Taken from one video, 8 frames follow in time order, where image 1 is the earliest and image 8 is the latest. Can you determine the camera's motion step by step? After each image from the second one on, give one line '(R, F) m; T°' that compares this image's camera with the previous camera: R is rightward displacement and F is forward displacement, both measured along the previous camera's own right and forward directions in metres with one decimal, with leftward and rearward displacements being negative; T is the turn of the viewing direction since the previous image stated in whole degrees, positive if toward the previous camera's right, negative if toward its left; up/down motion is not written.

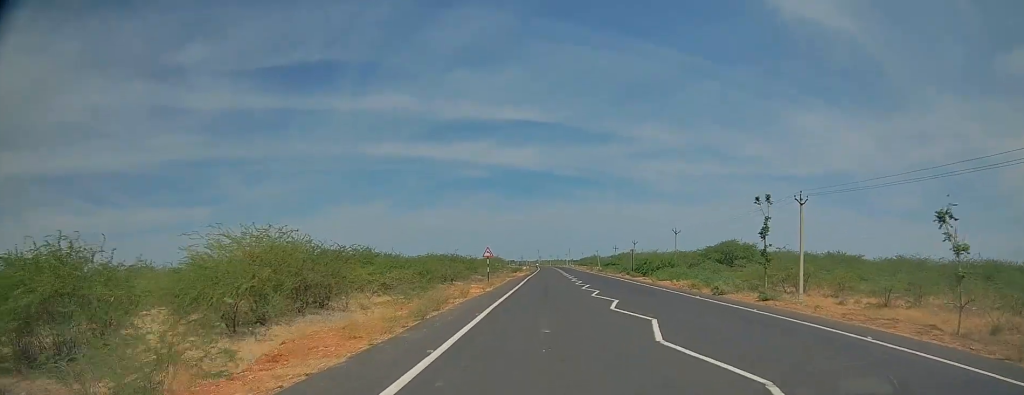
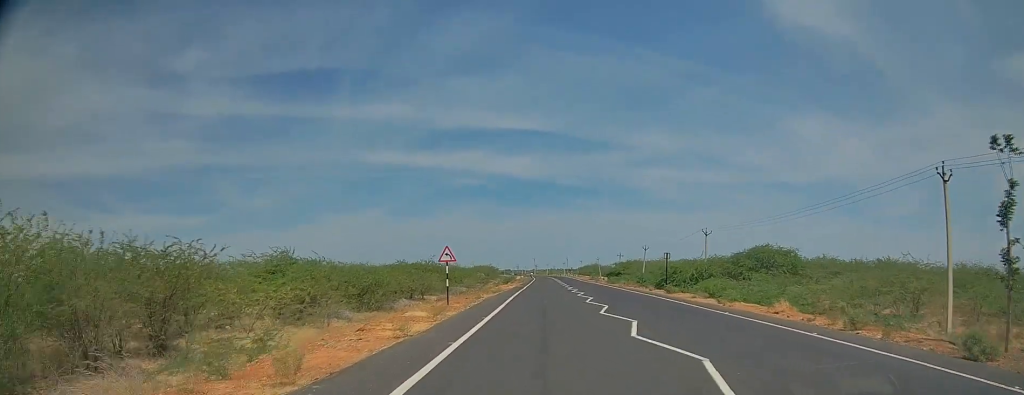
(0.0, +16.2) m; 0°
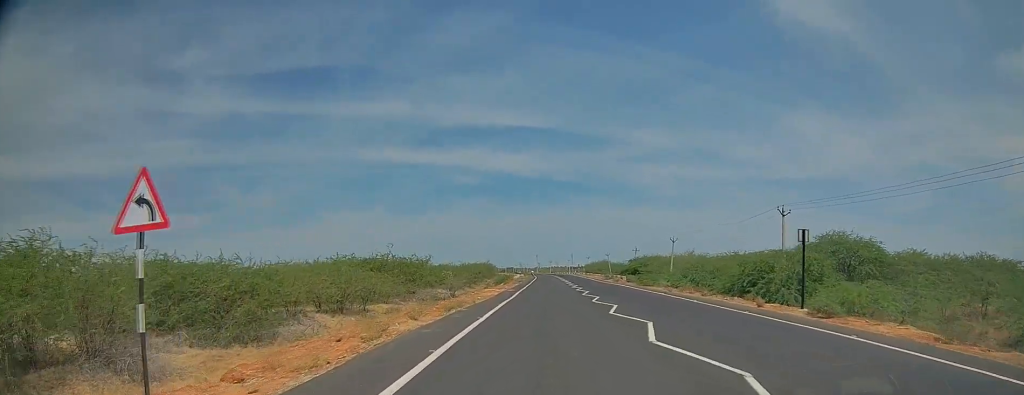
(+0.1, +20.1) m; 0°
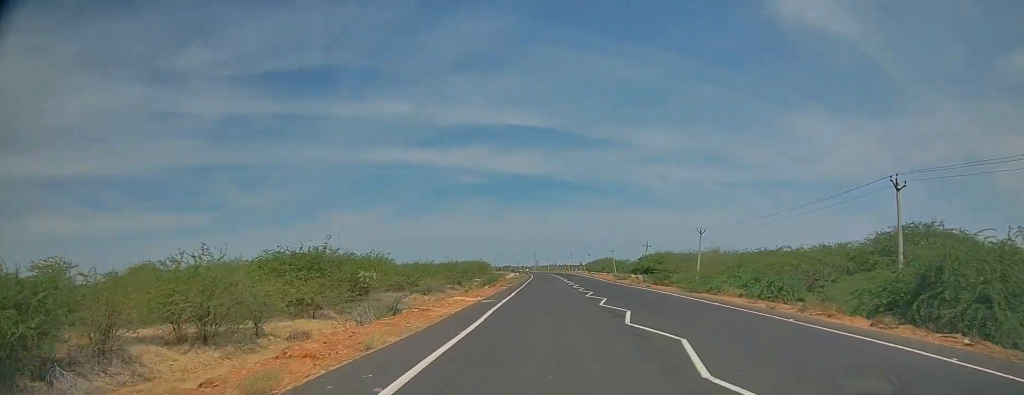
(0.0, +15.6) m; 0°
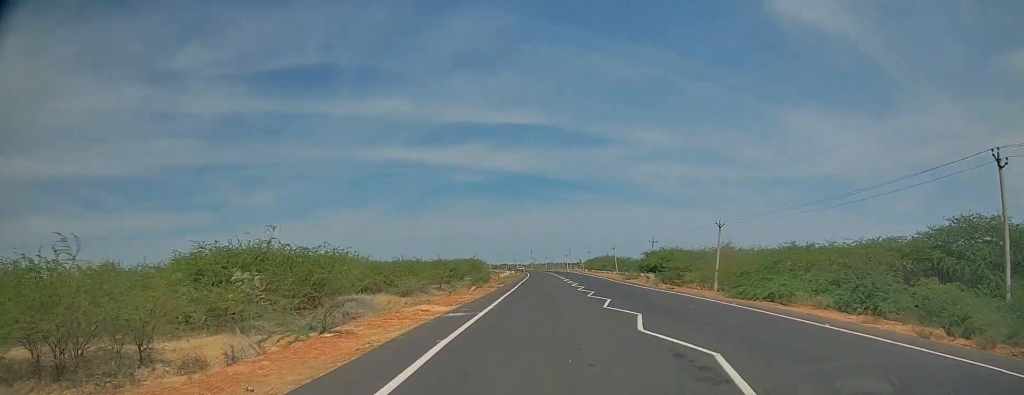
(0.0, +8.2) m; 0°
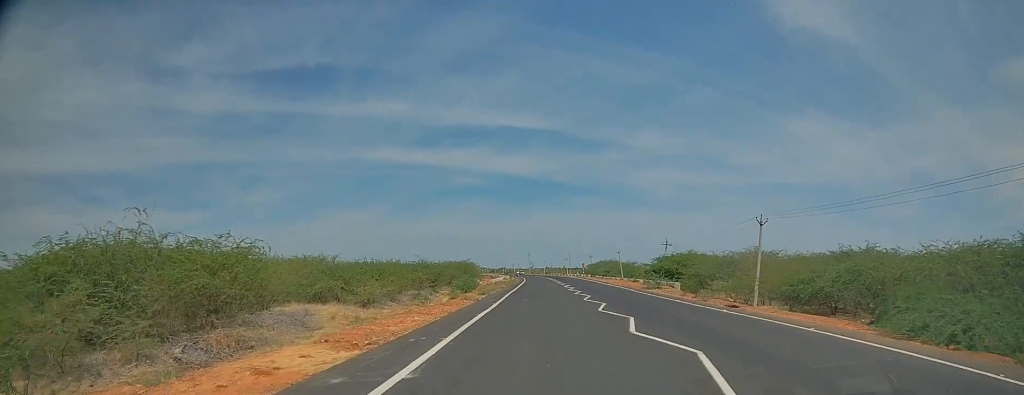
(0.0, +11.6) m; 0°
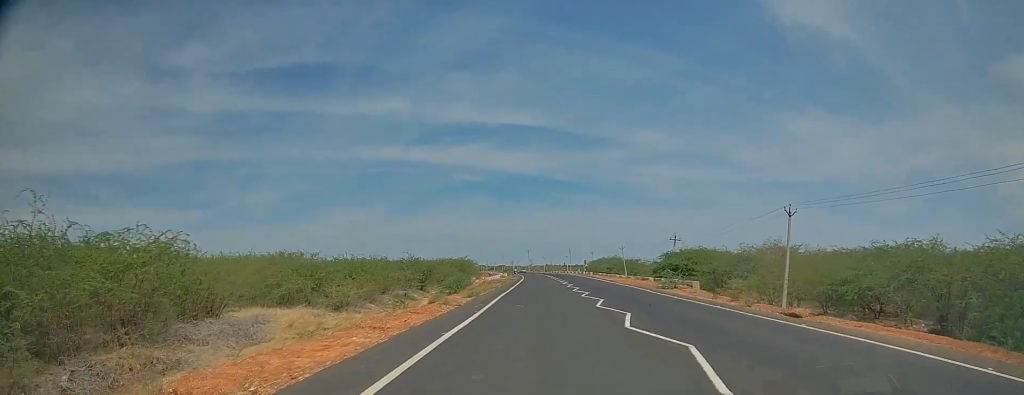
(0.0, +5.8) m; 0°
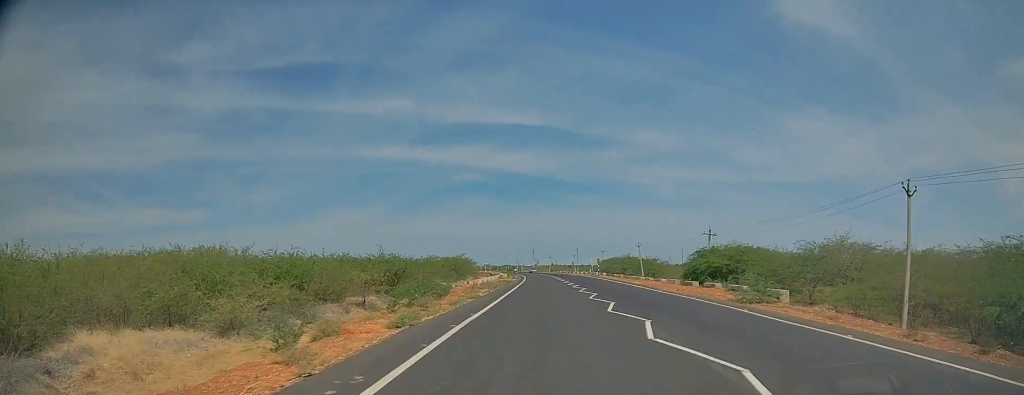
(0.0, +14.5) m; 0°
